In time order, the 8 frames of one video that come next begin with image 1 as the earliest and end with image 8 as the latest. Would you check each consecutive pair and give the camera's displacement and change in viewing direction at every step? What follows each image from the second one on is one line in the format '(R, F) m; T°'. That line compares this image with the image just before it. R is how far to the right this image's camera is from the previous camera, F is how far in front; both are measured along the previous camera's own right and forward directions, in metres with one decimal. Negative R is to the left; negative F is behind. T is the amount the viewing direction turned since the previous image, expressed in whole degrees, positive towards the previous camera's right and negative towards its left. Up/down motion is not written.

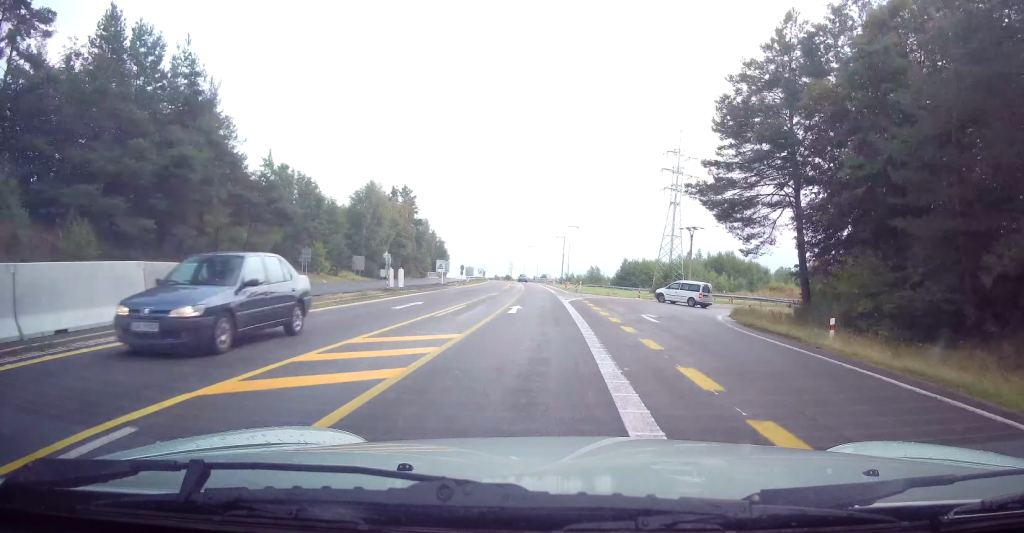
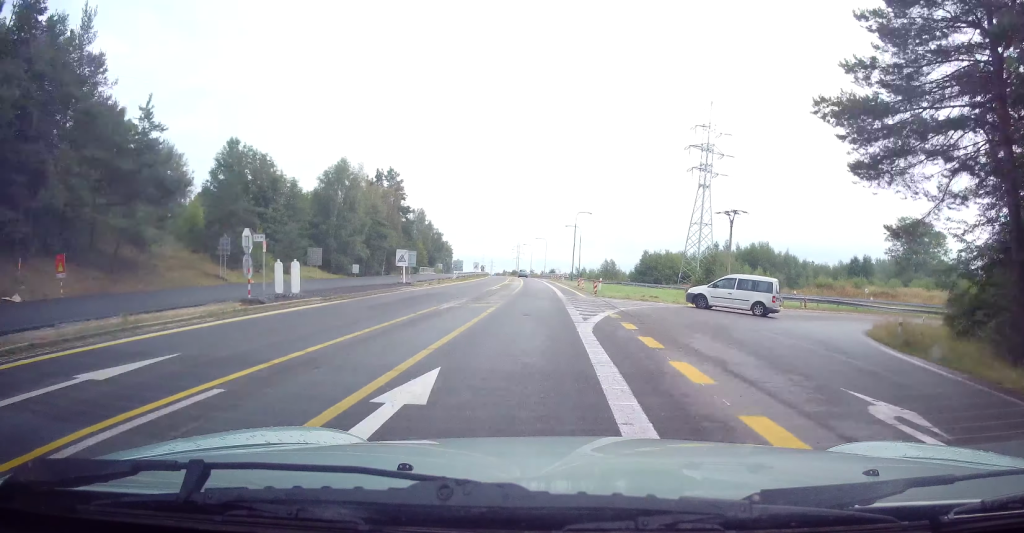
(+0.1, +16.6) m; -2°
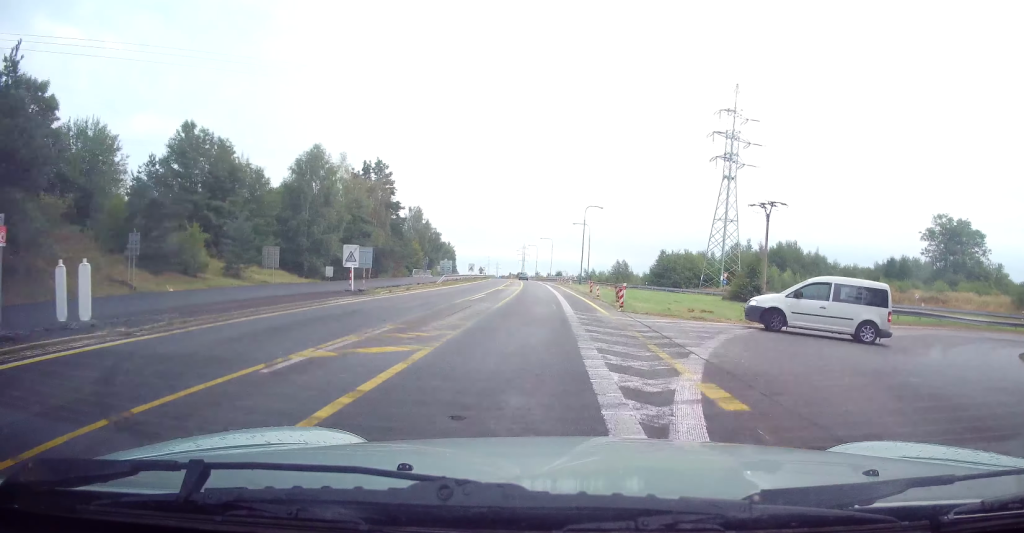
(-0.3, +11.3) m; -1°
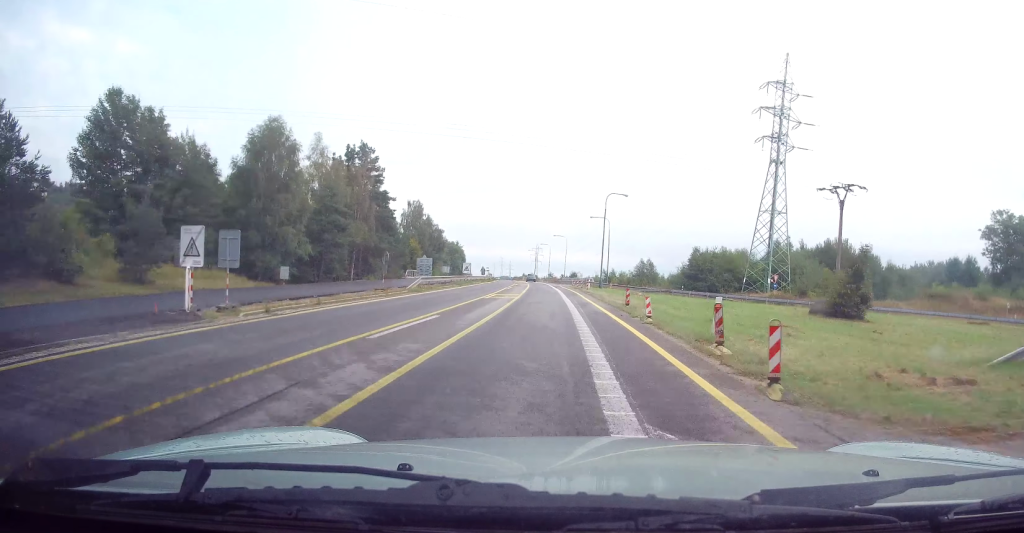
(-0.4, +14.6) m; -1°
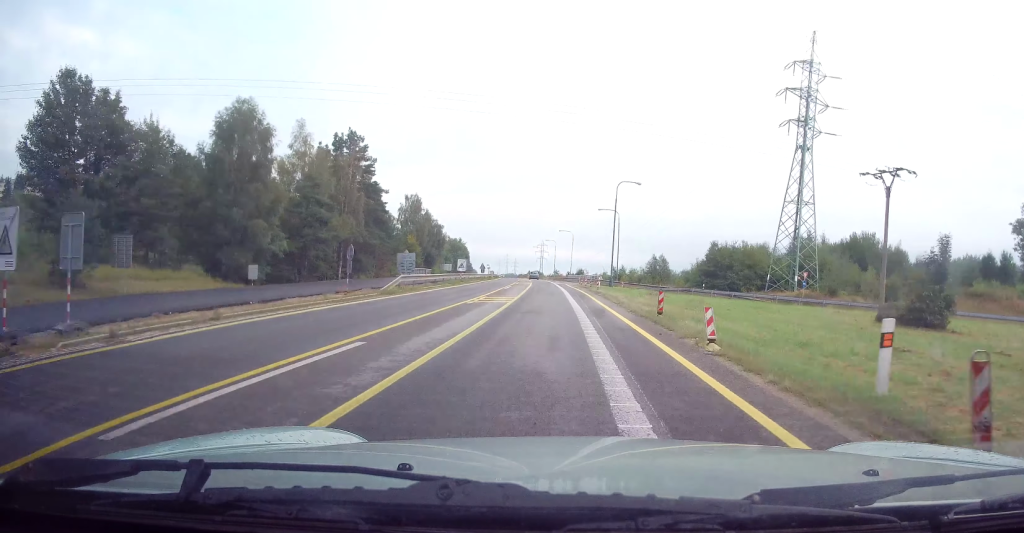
(+0.2, +6.6) m; 0°
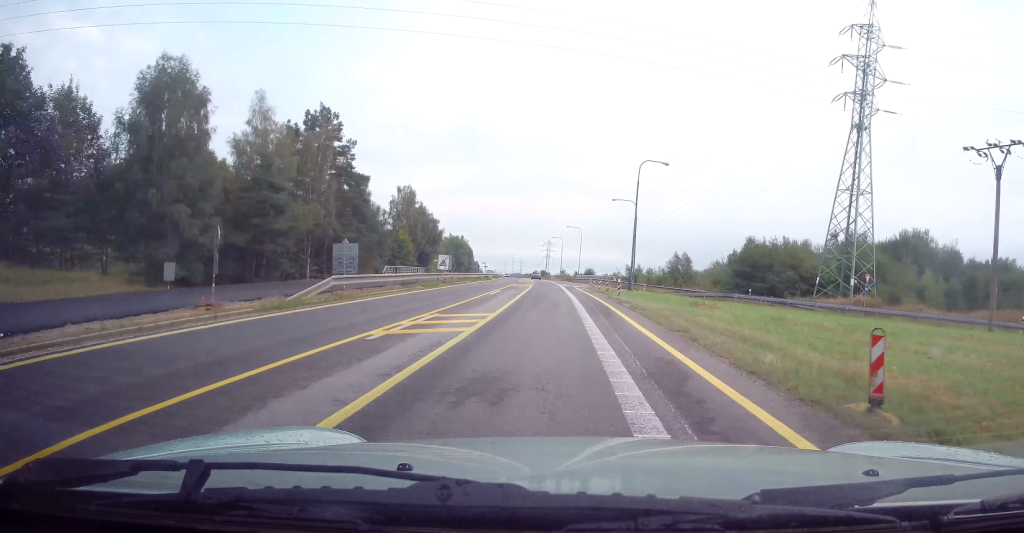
(0.0, +11.3) m; 0°
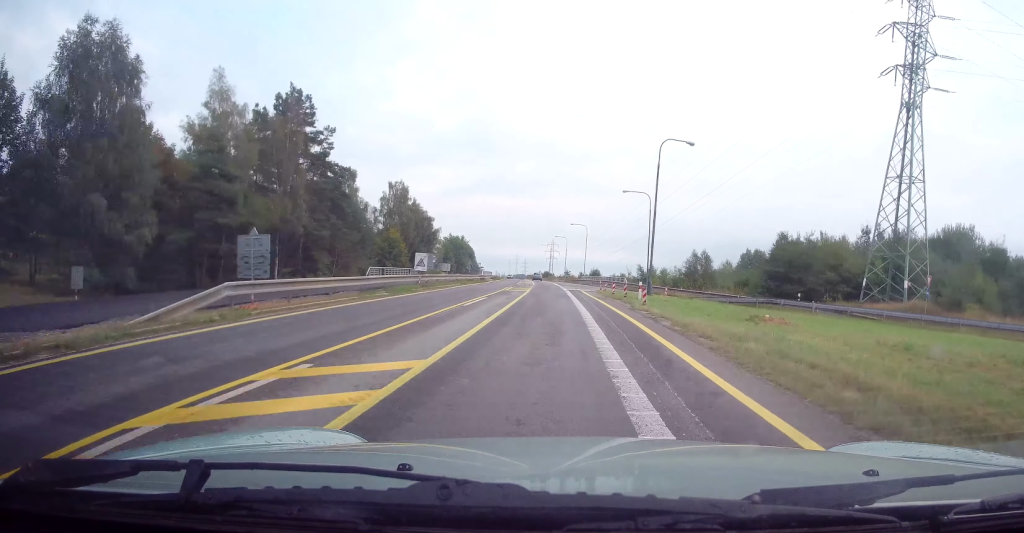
(-0.3, +8.7) m; -1°
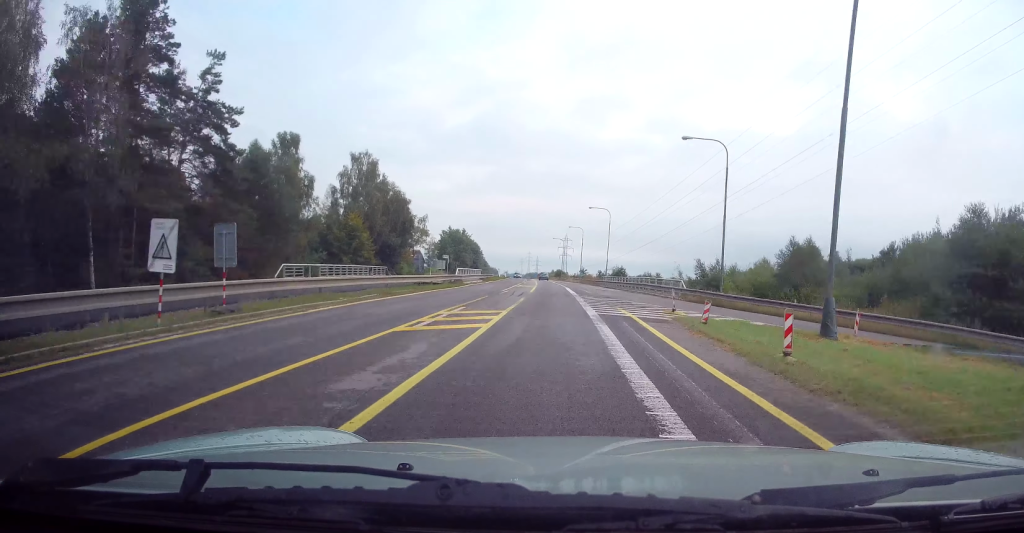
(+0.1, +25.6) m; -1°
